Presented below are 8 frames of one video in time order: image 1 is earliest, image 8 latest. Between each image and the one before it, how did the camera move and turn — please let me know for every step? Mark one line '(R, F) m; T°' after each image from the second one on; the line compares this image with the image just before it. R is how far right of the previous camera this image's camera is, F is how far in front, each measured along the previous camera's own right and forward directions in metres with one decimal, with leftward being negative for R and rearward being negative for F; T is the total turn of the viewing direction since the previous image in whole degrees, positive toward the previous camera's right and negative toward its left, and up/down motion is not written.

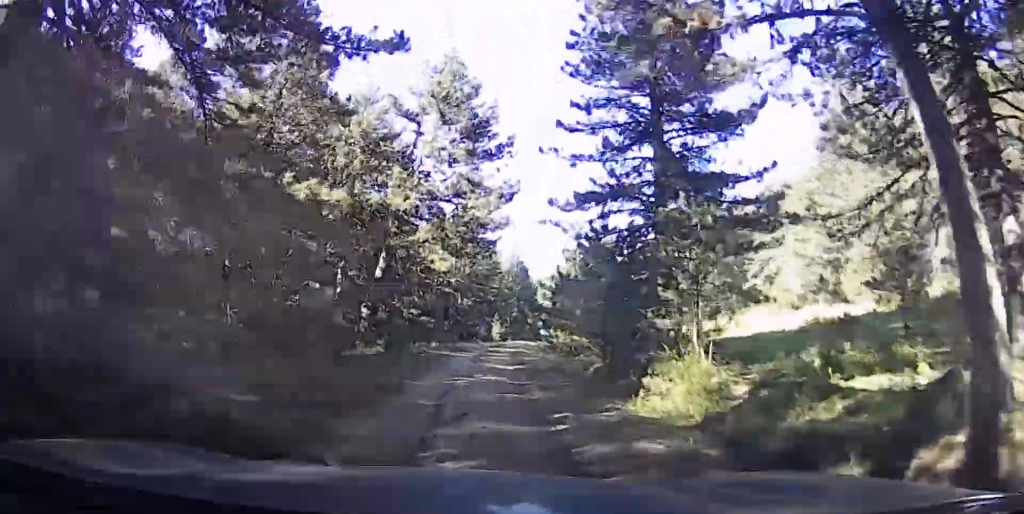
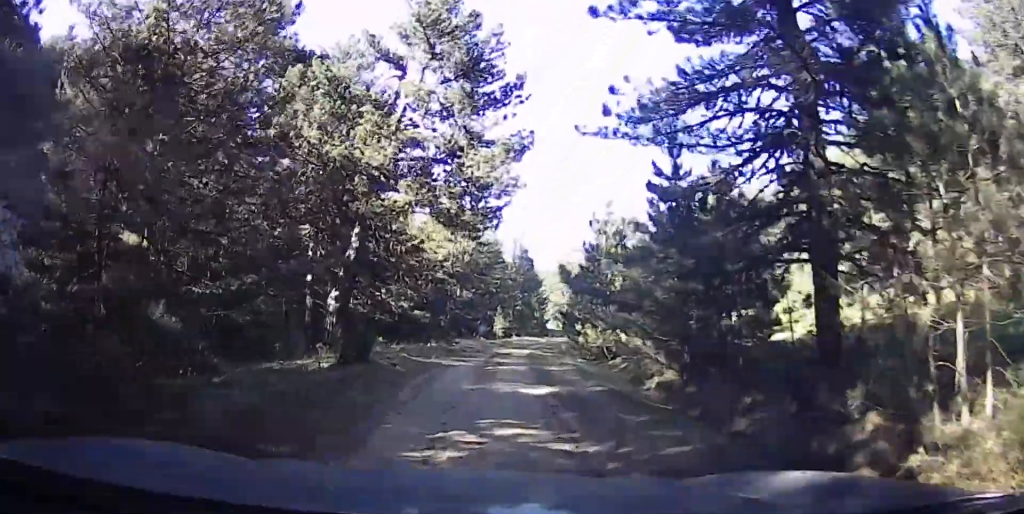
(0.0, +9.1) m; +1°
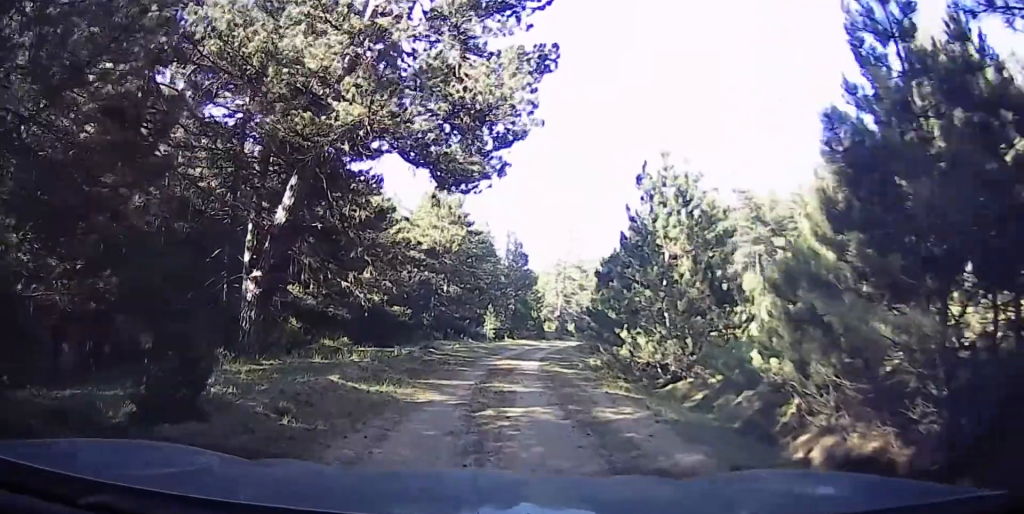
(+0.2, +9.7) m; 0°
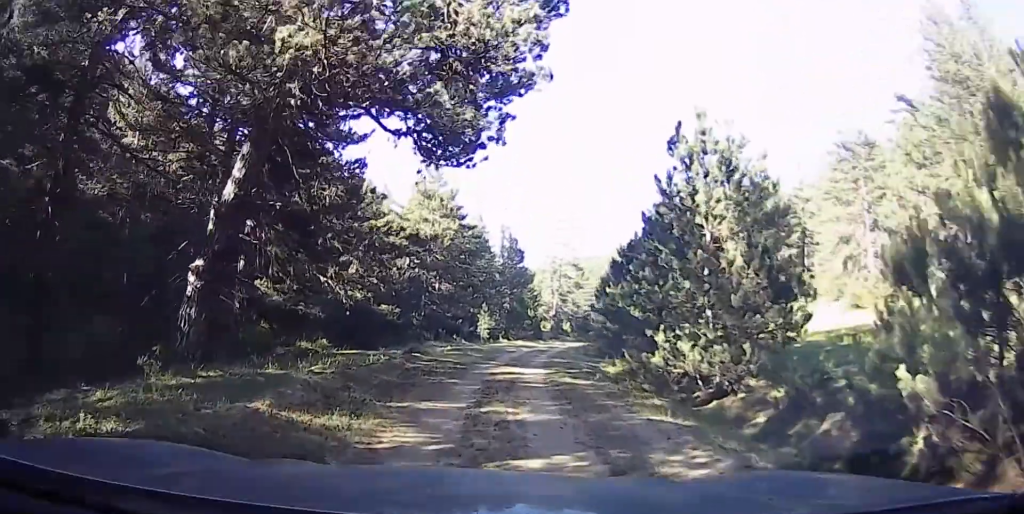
(+0.1, +3.8) m; -3°
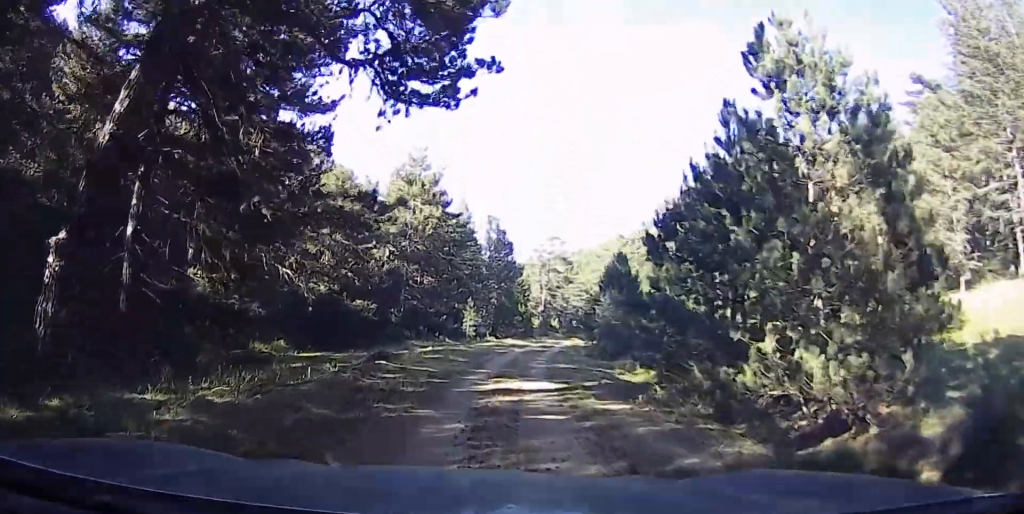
(-0.1, +5.1) m; -3°
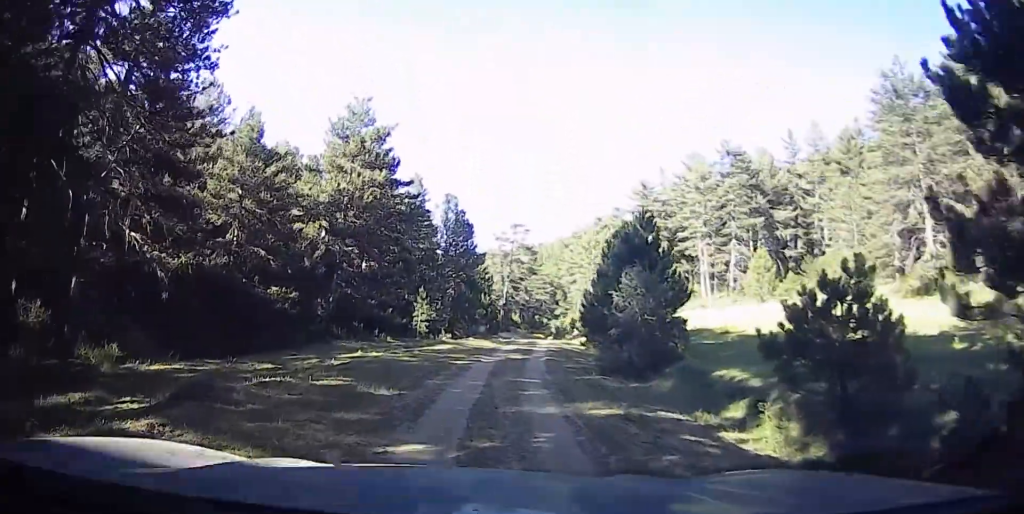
(0.0, +10.9) m; +9°
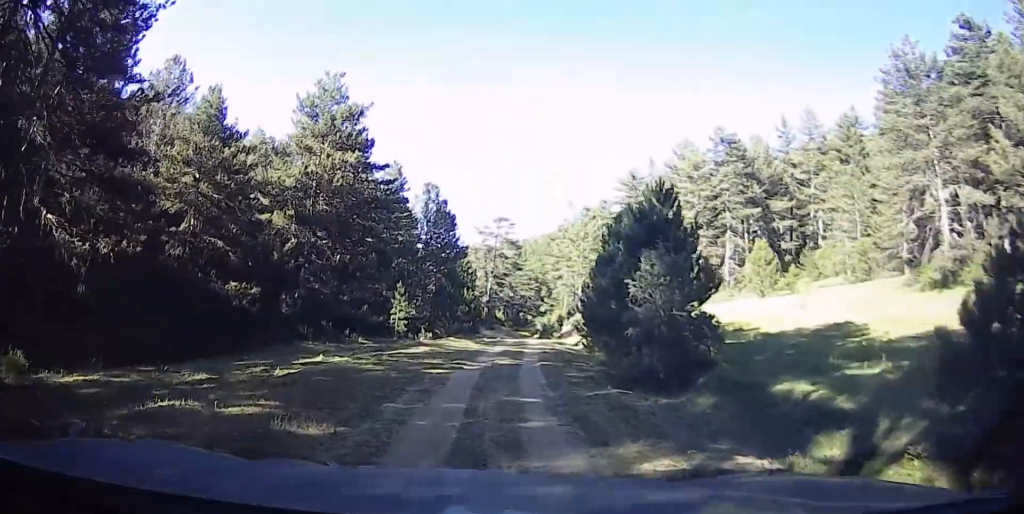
(+0.2, +4.0) m; +2°
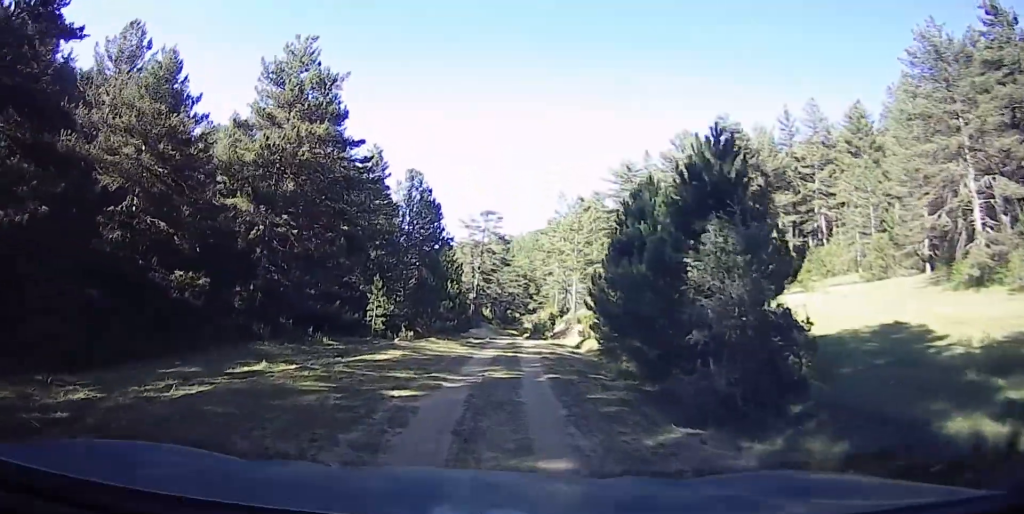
(+0.6, +5.1) m; -3°
